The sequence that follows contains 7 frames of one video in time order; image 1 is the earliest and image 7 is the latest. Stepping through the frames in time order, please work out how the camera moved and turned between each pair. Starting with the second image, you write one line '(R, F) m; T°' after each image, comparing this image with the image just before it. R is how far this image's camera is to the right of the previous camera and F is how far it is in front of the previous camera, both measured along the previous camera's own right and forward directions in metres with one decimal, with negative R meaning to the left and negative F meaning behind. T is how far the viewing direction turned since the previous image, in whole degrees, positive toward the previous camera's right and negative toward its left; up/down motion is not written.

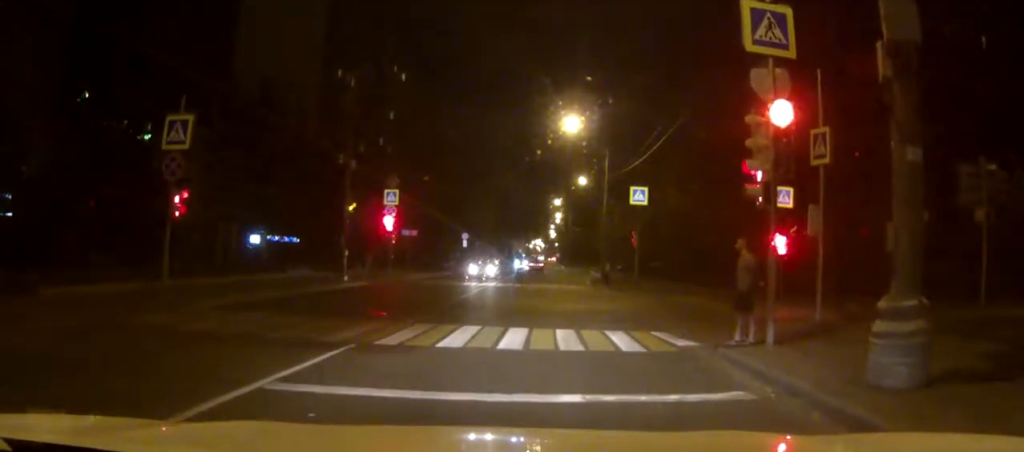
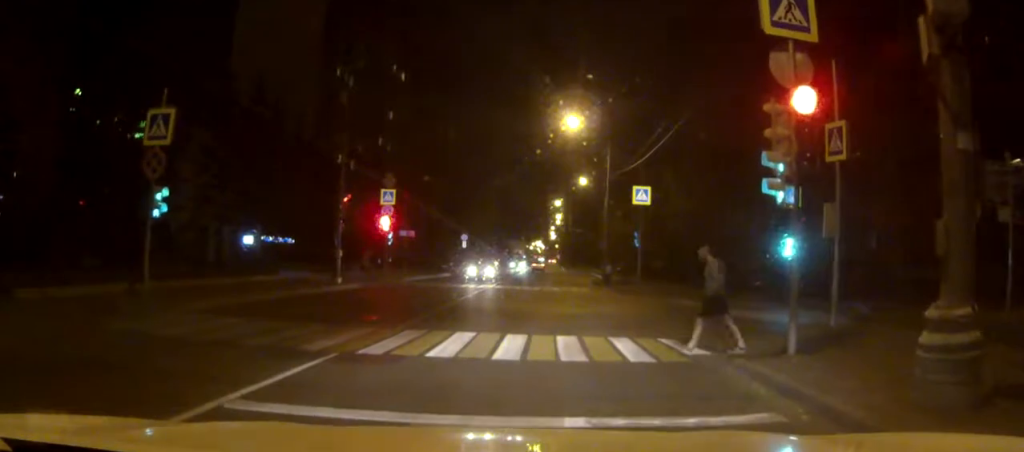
(-0.2, +1.1) m; 0°
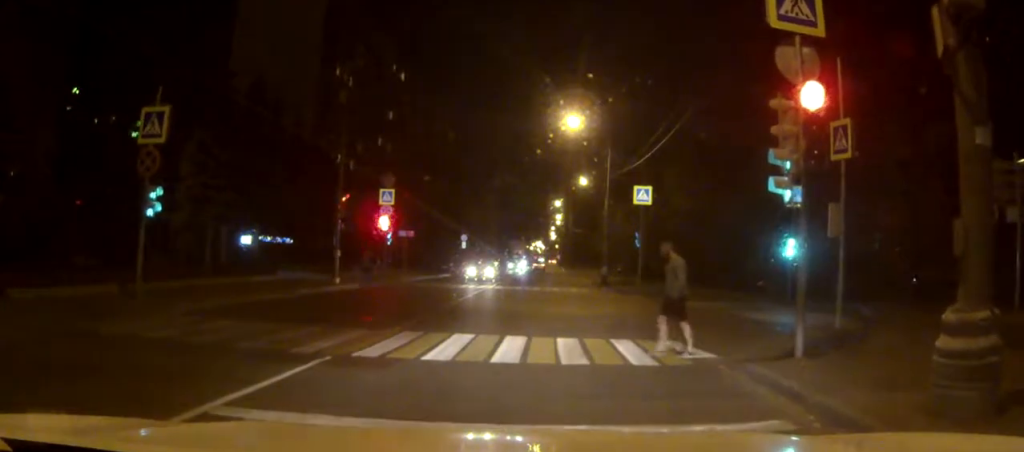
(-0.1, +0.3) m; 0°
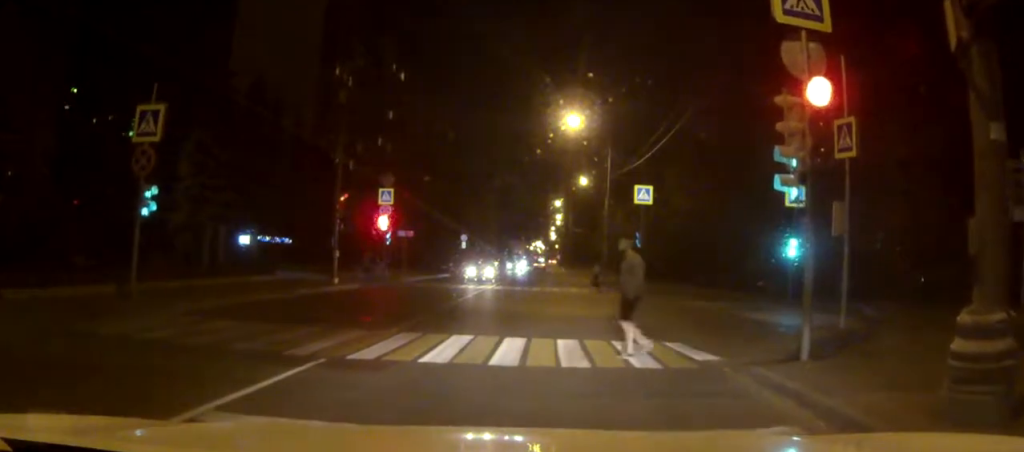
(0.0, +0.1) m; 0°
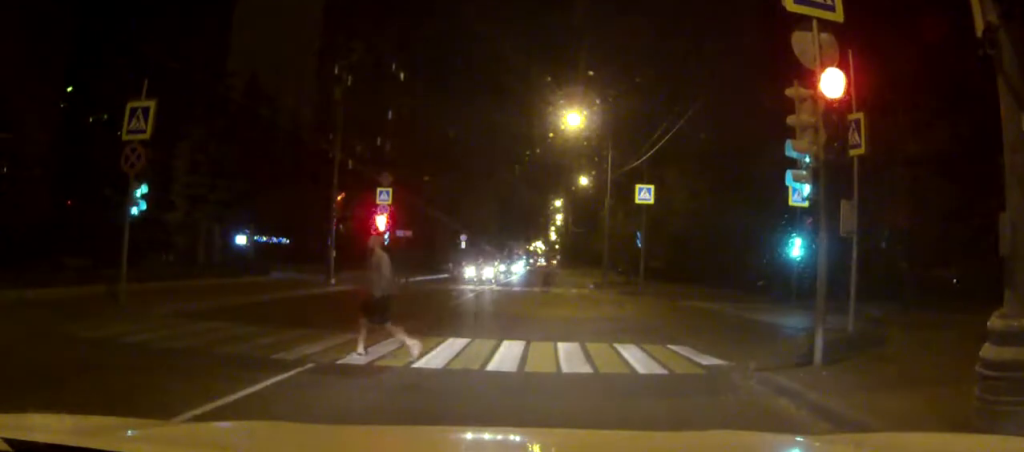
(0.0, +0.2) m; 0°
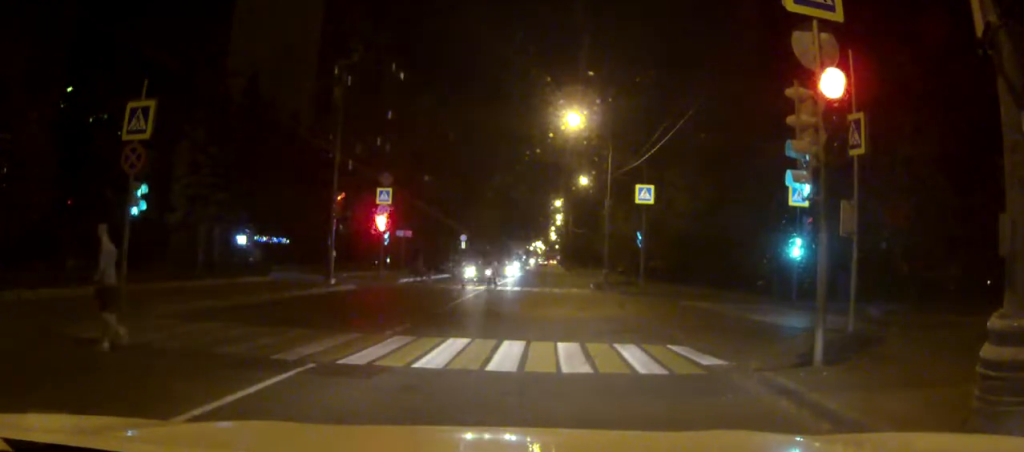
(0.0, 0.0) m; 0°
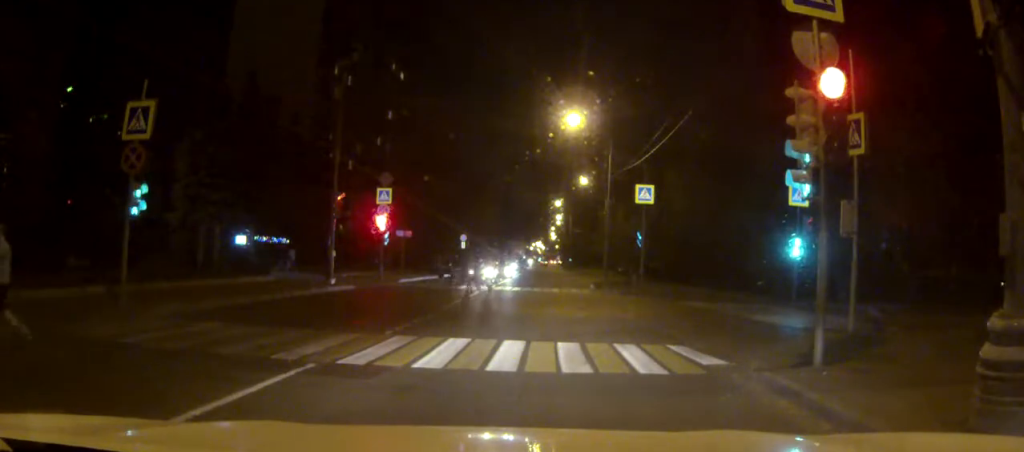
(0.0, 0.0) m; 0°
